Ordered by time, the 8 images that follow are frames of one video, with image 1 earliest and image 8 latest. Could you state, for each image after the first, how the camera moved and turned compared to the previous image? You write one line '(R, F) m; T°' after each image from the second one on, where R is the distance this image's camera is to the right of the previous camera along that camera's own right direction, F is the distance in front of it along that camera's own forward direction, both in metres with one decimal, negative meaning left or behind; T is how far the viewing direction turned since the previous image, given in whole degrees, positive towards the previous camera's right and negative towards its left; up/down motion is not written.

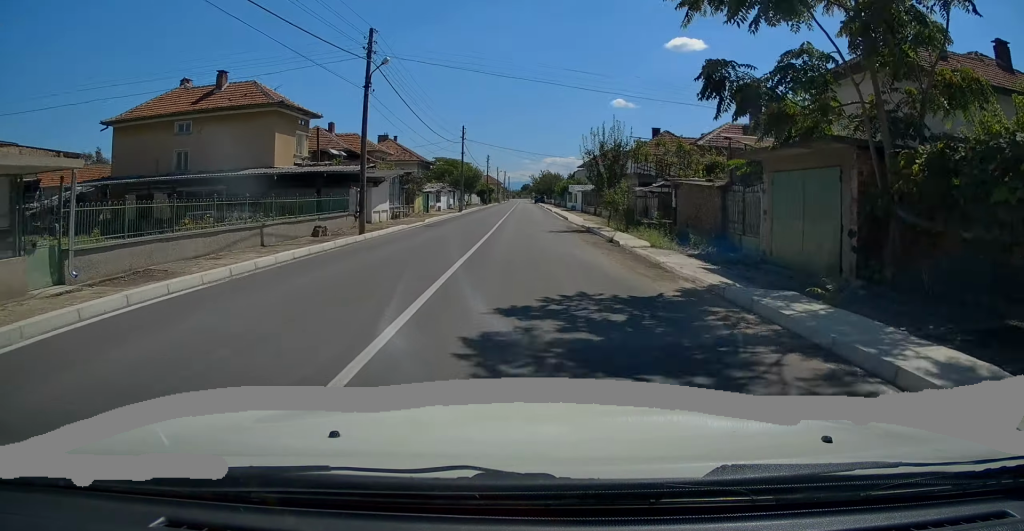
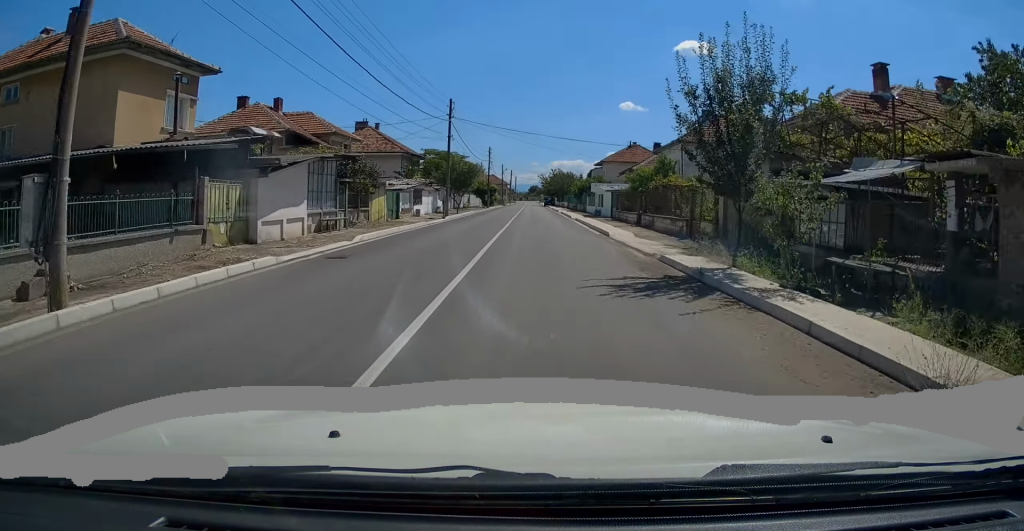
(0.0, +14.7) m; -1°
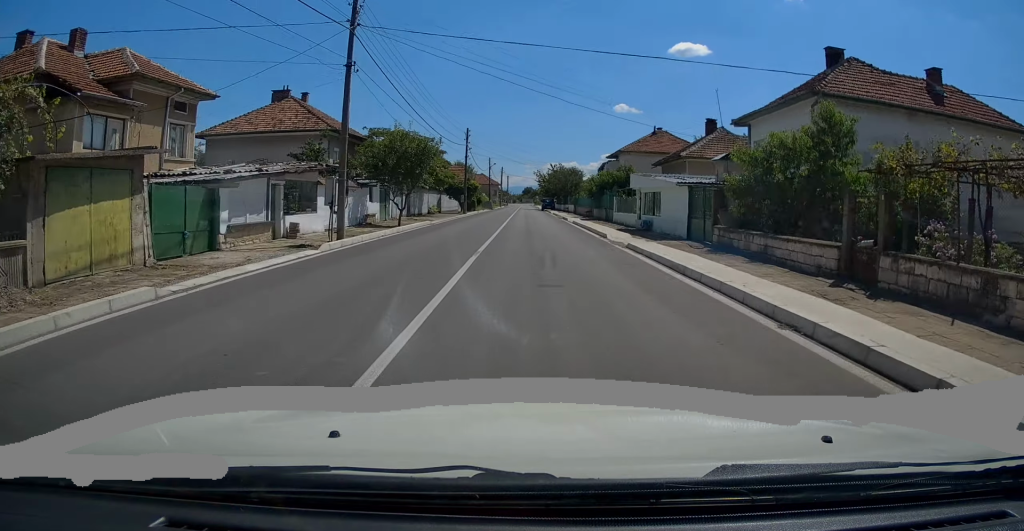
(-0.1, +21.2) m; +1°
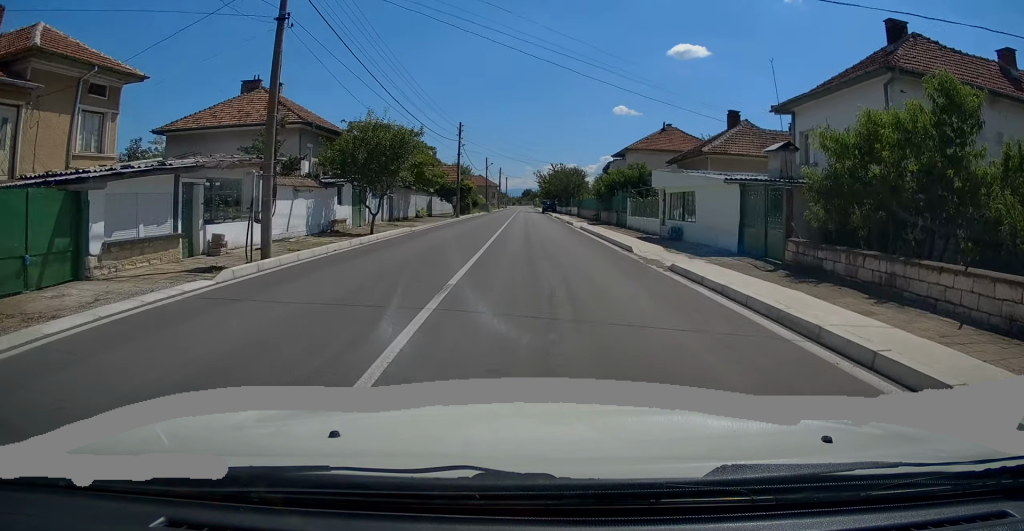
(+0.2, +5.2) m; 0°
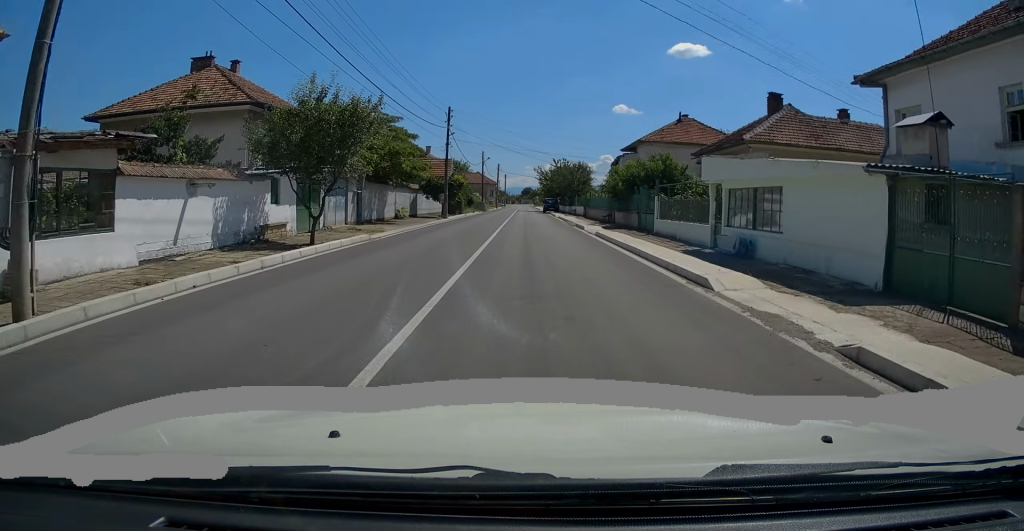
(-0.1, +6.8) m; 0°
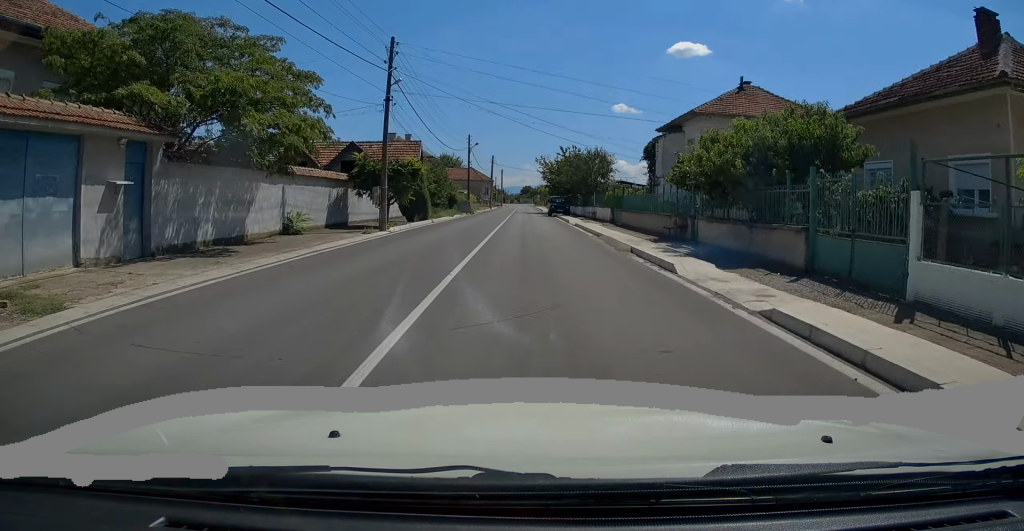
(-0.1, +17.3) m; 0°
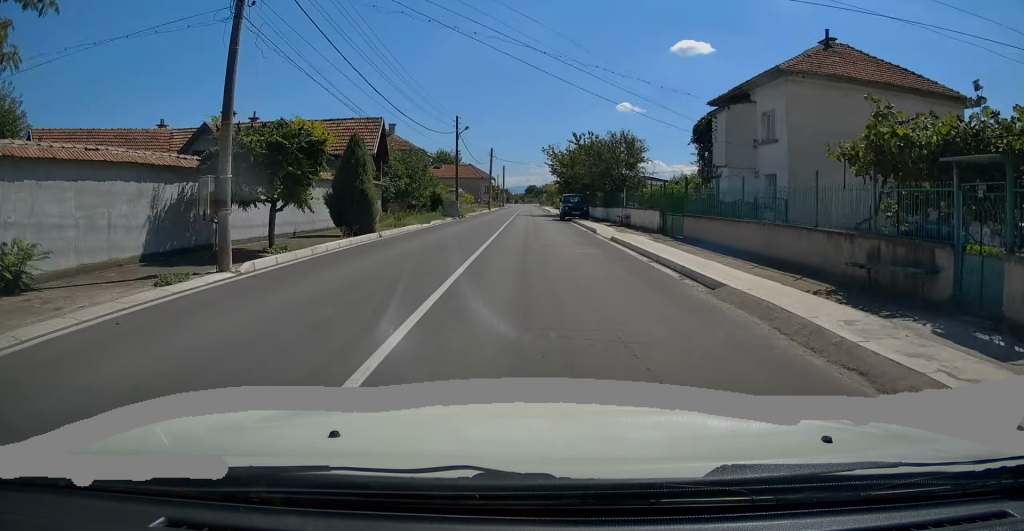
(0.0, +12.5) m; 0°
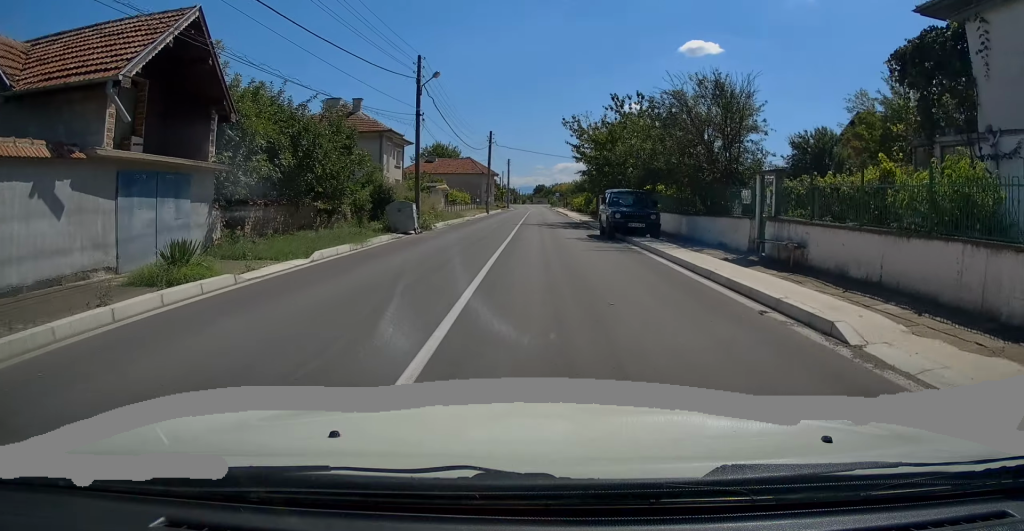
(-0.1, +18.6) m; 0°
